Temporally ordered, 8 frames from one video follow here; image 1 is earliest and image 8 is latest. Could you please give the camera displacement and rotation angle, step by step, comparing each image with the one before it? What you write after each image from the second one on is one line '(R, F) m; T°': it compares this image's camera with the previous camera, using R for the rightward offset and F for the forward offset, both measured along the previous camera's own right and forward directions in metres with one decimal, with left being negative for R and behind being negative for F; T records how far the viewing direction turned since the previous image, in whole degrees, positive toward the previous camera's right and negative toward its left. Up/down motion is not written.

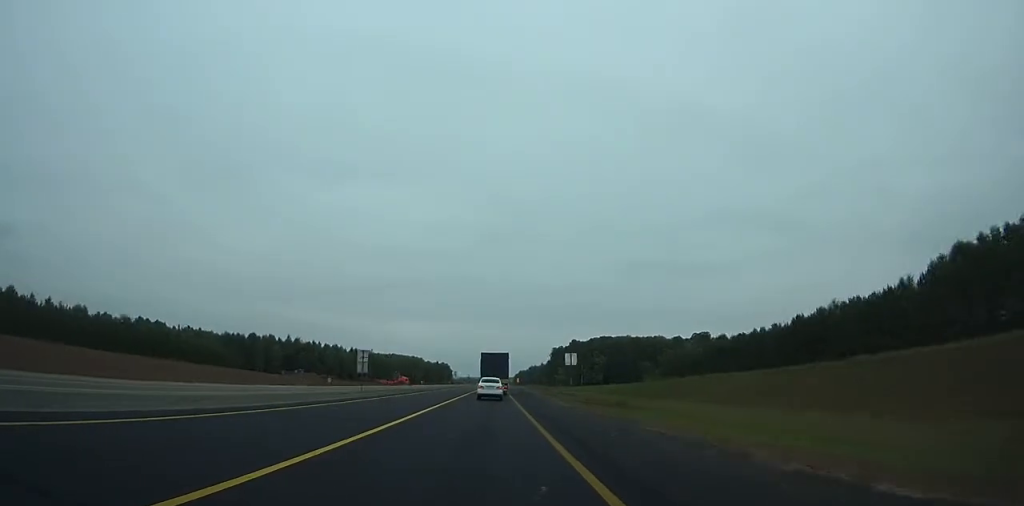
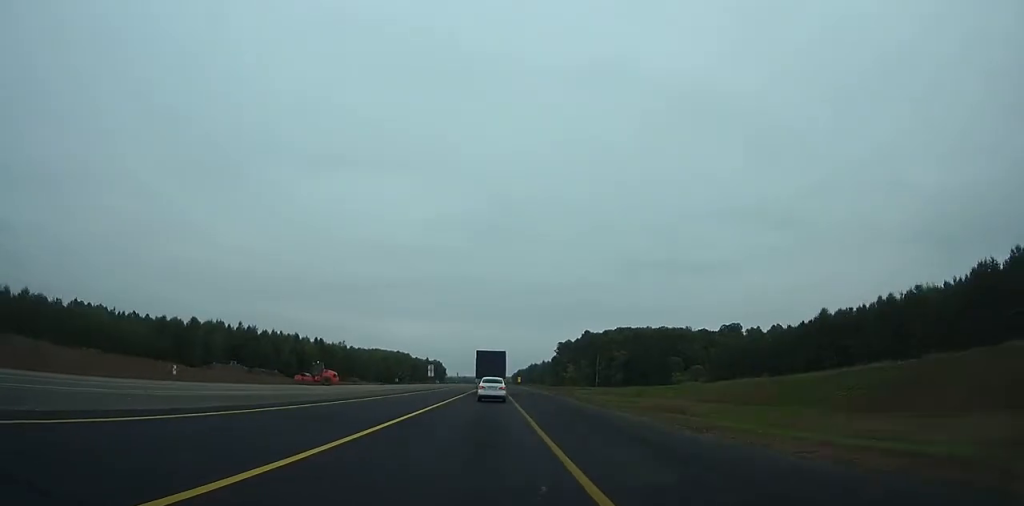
(+0.2, +48.5) m; 0°
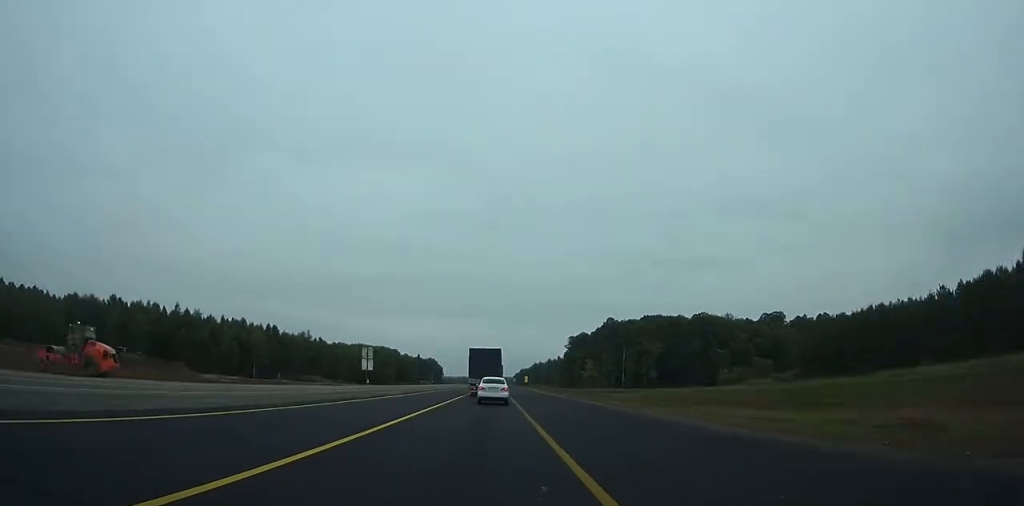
(+0.1, +46.5) m; 0°
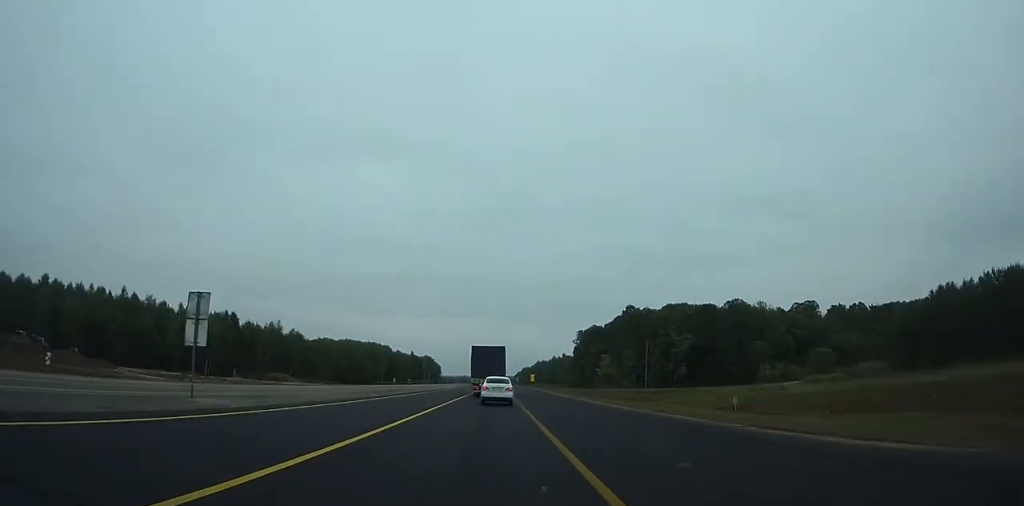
(0.0, +27.8) m; 0°
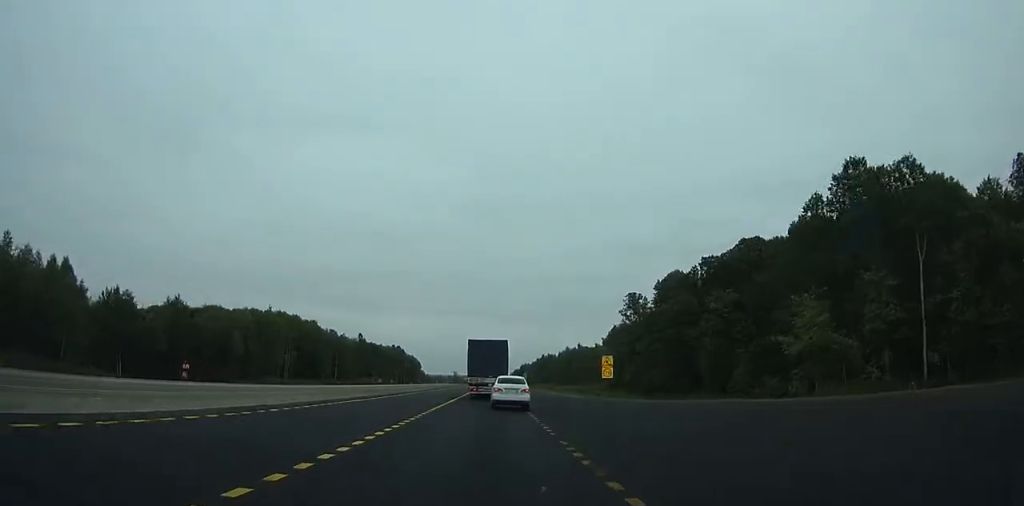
(+0.2, +112.0) m; 0°
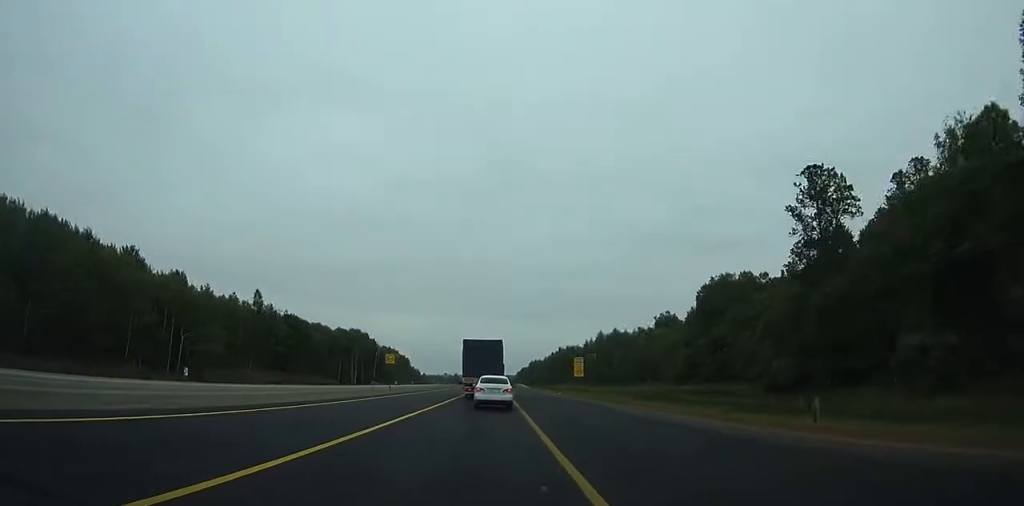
(+2.0, +94.6) m; 0°
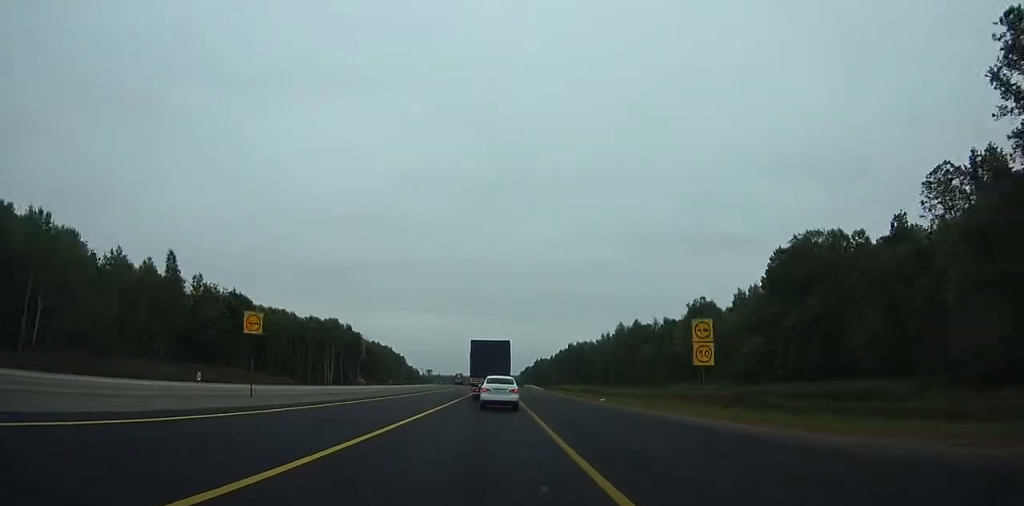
(-0.5, +33.2) m; -1°
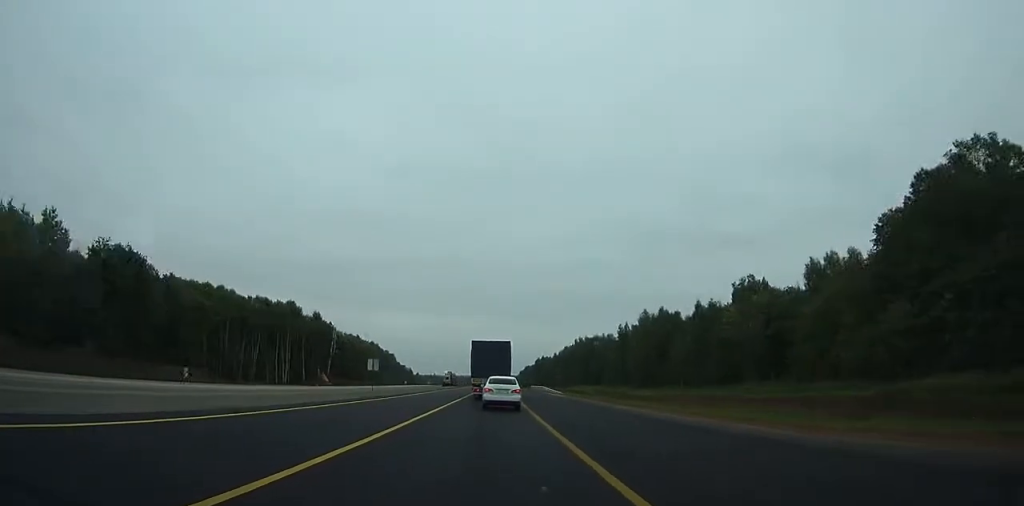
(-1.4, +35.1) m; -1°
